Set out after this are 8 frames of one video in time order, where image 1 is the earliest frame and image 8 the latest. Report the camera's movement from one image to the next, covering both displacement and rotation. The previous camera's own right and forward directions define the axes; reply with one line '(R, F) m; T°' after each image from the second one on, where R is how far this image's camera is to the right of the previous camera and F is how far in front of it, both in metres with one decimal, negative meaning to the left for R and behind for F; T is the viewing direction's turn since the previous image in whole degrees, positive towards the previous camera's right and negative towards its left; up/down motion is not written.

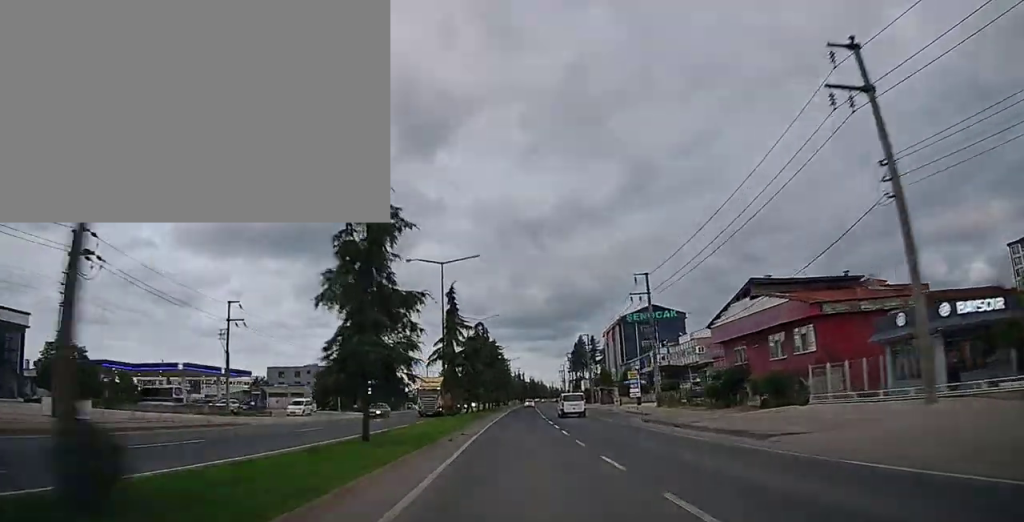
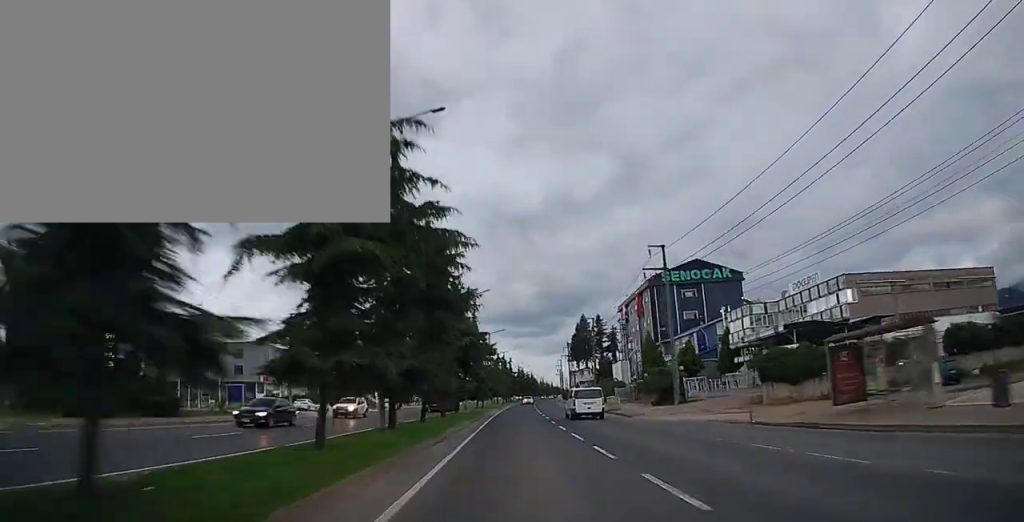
(+0.7, +57.1) m; +2°
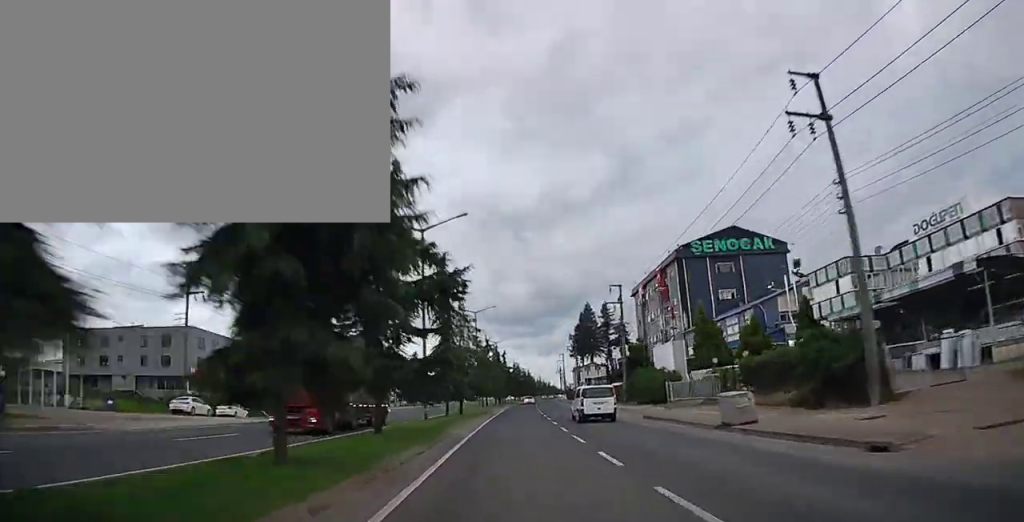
(+0.2, +24.9) m; +1°
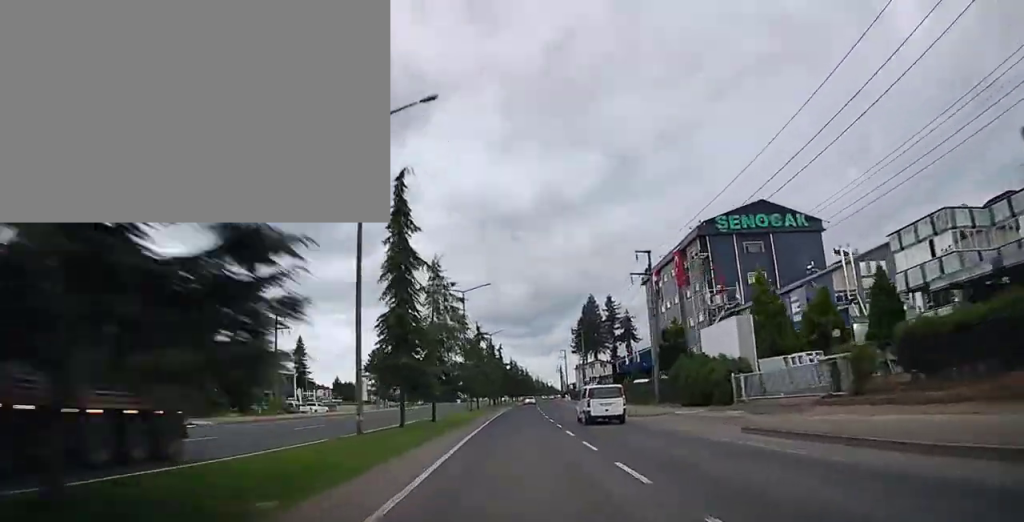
(0.0, +14.2) m; 0°
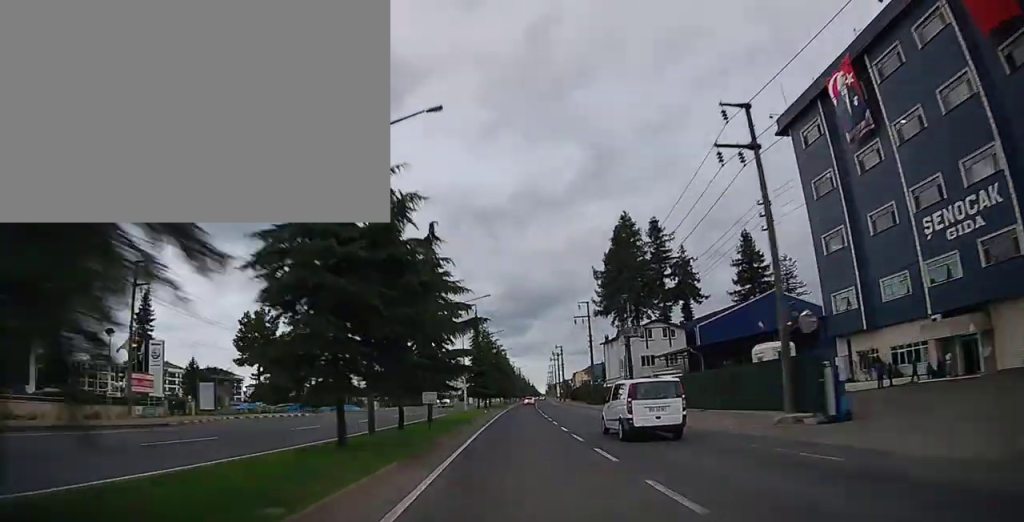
(+0.4, +72.3) m; +1°
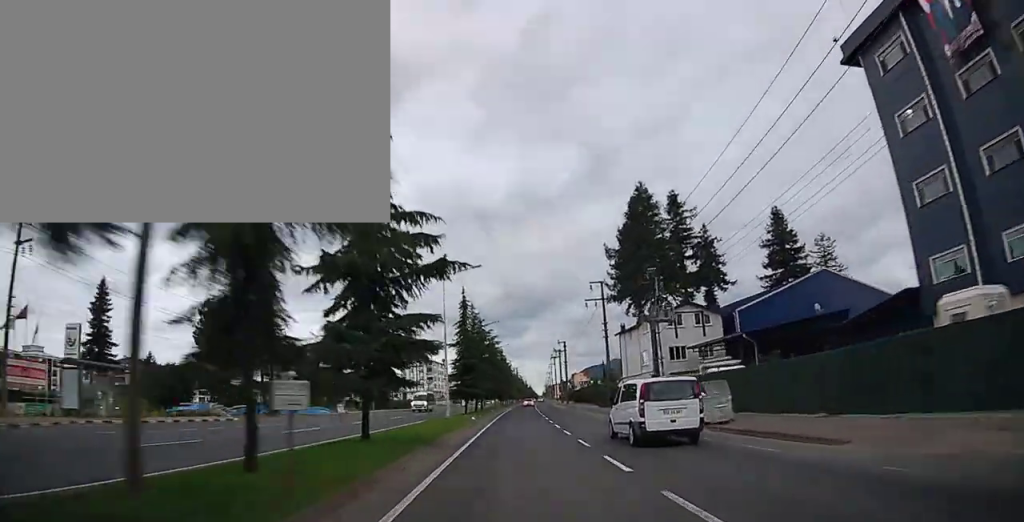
(+0.1, +12.9) m; +1°
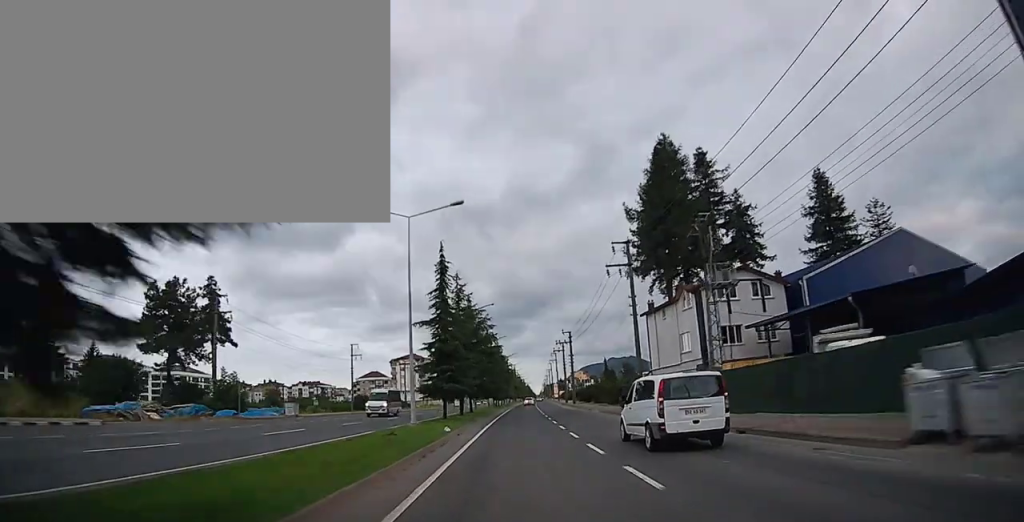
(+0.1, +13.8) m; +1°
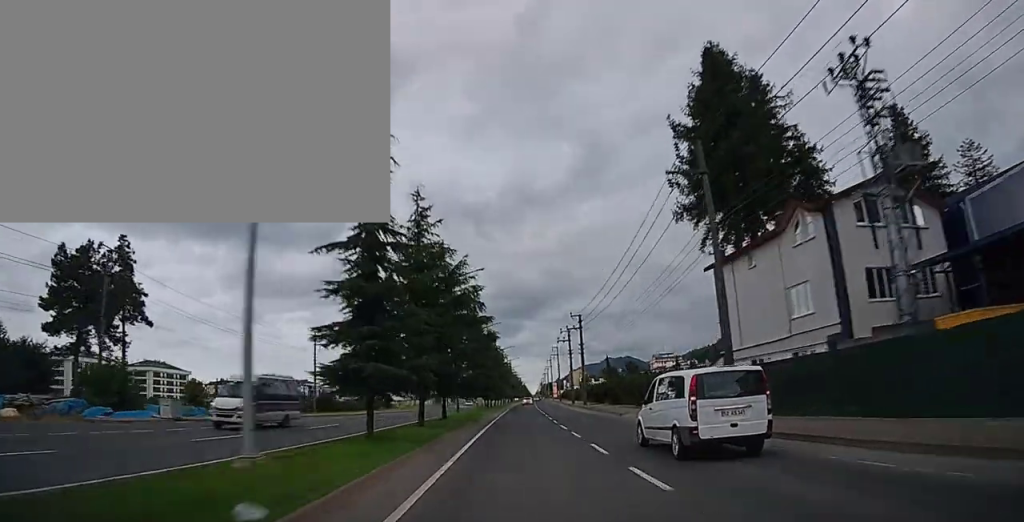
(+0.1, +17.5) m; +1°
